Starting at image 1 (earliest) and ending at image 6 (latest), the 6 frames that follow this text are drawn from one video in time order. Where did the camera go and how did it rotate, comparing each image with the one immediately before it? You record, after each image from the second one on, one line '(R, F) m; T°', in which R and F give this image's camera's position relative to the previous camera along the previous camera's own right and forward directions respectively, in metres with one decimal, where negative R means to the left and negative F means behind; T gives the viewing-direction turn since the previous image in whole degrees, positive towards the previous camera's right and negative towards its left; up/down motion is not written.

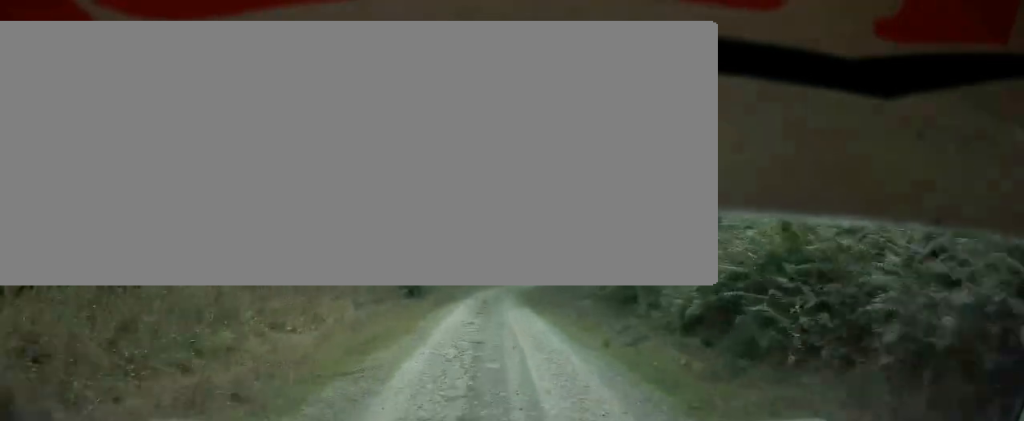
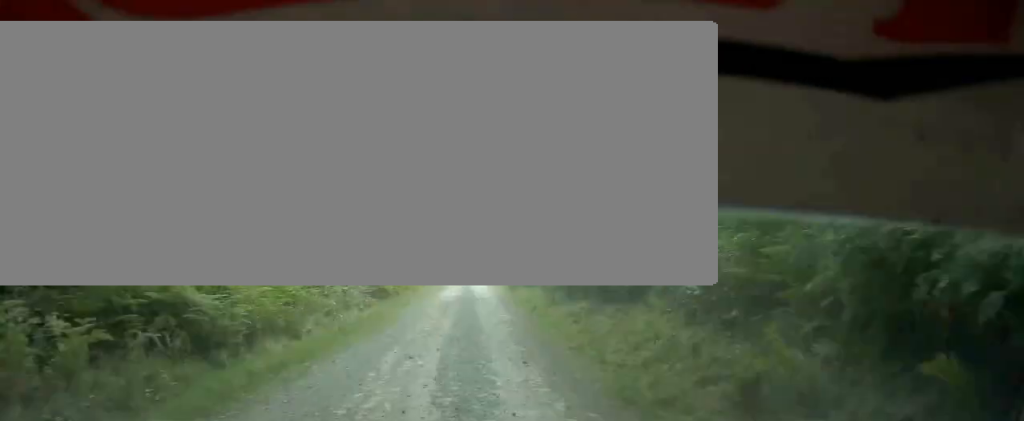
(+0.8, +51.7) m; +4°
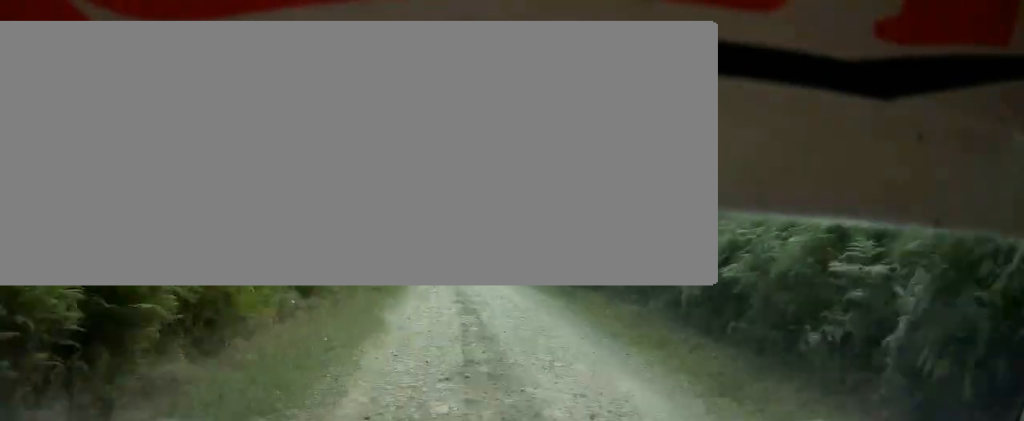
(+2.2, +33.1) m; +10°
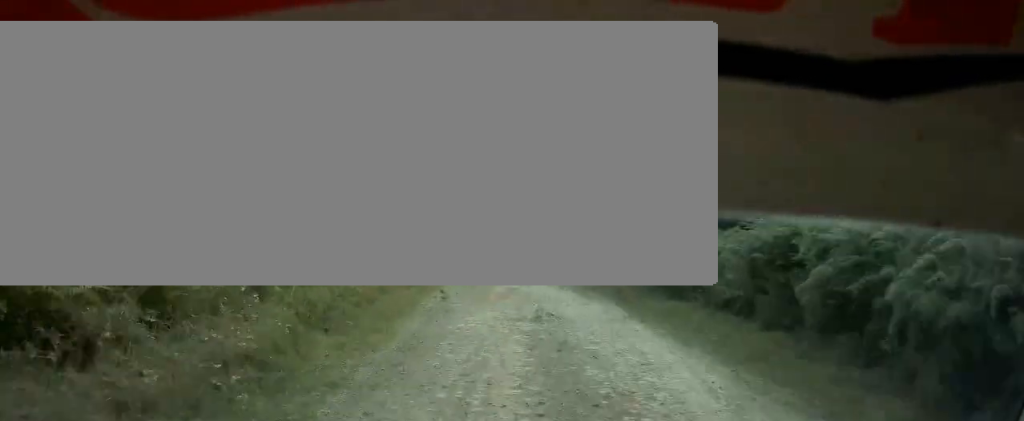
(+0.6, +16.6) m; +8°
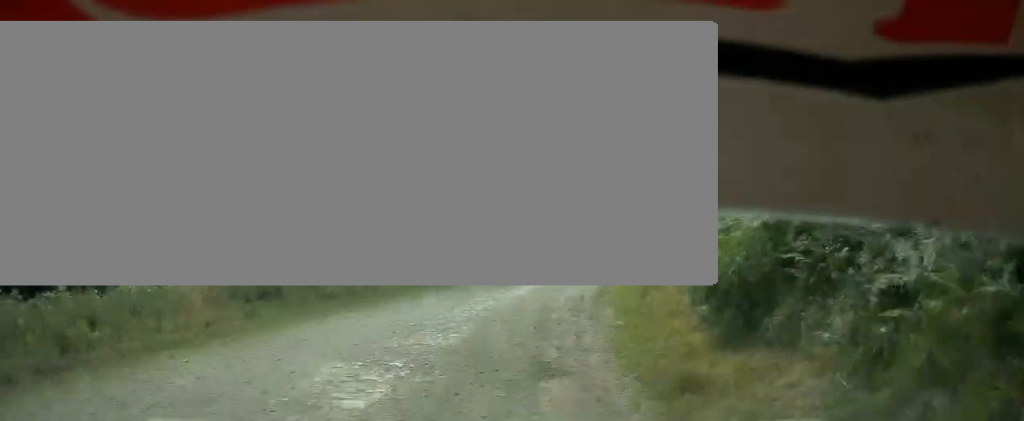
(+7.1, +39.6) m; +24°
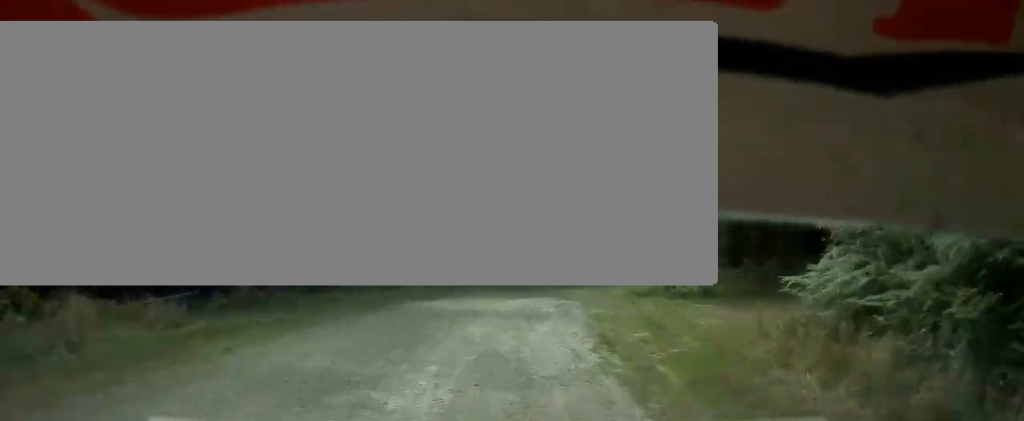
(+2.4, +14.1) m; +10°
